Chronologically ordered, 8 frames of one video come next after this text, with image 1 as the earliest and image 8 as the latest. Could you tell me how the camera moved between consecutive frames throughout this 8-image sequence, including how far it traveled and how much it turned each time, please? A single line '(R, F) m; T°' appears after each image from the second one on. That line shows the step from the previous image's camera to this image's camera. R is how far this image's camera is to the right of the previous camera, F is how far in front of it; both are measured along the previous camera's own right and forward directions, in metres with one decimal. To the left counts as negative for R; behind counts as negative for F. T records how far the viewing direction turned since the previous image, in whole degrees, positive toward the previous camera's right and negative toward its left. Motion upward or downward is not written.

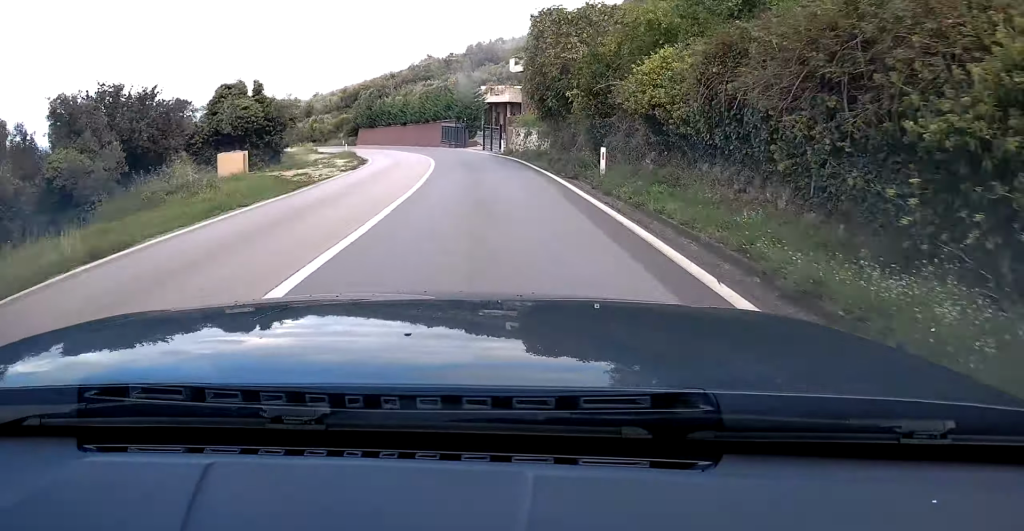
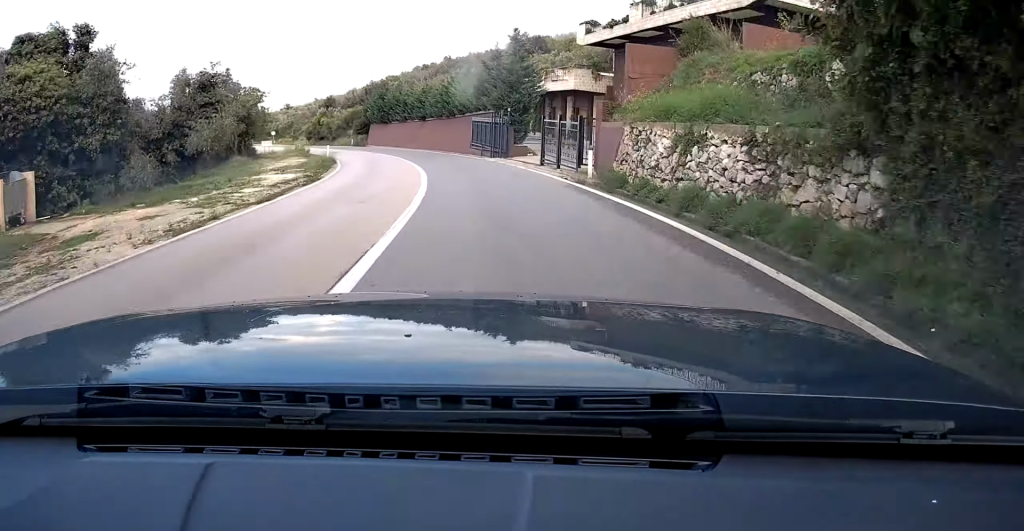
(-1.6, +22.7) m; -5°
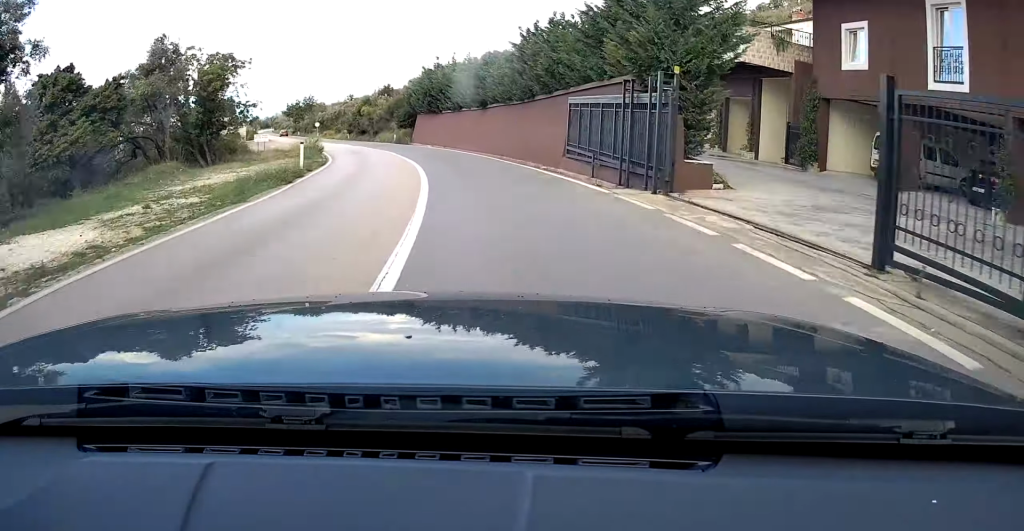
(+0.5, +20.0) m; -5°
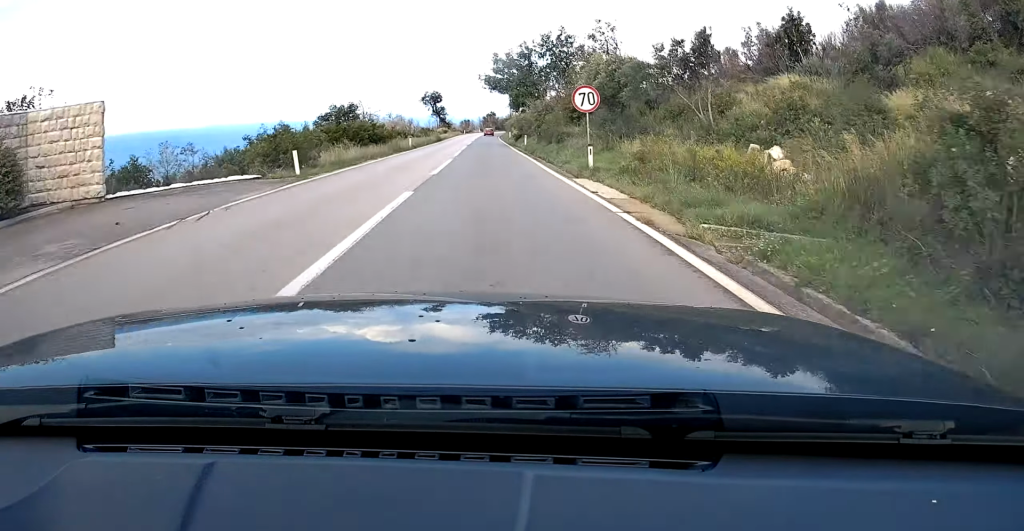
(-19.9, +94.5) m; -18°
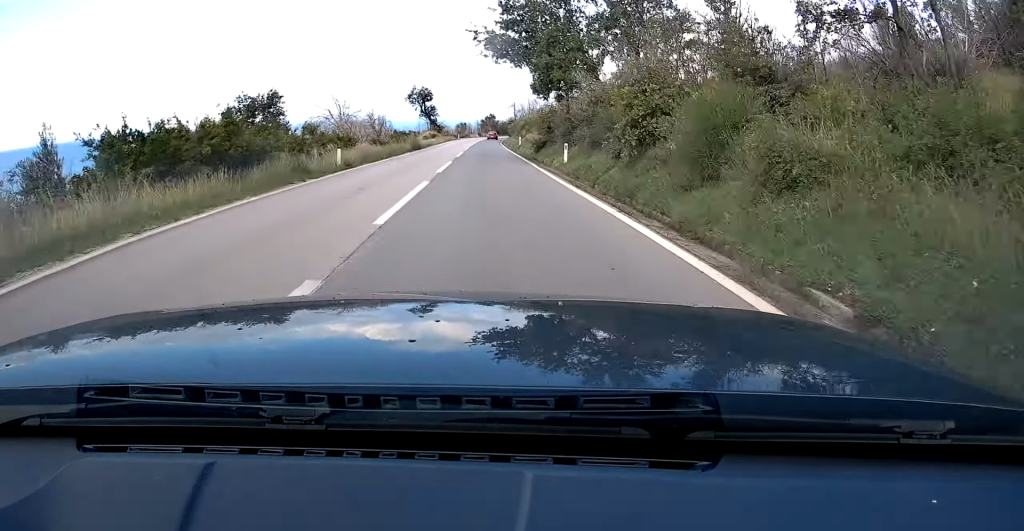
(-0.3, +23.6) m; -1°
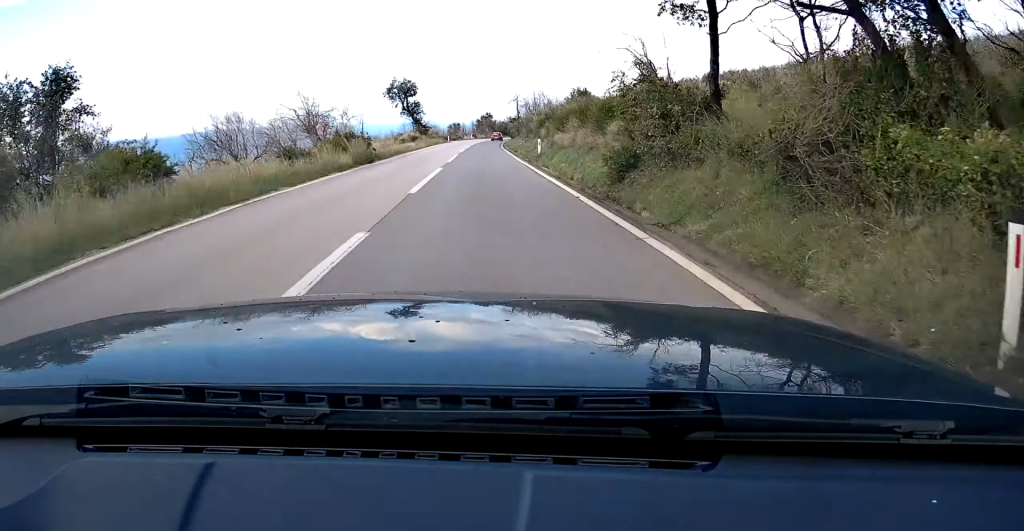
(-0.1, +20.9) m; 0°
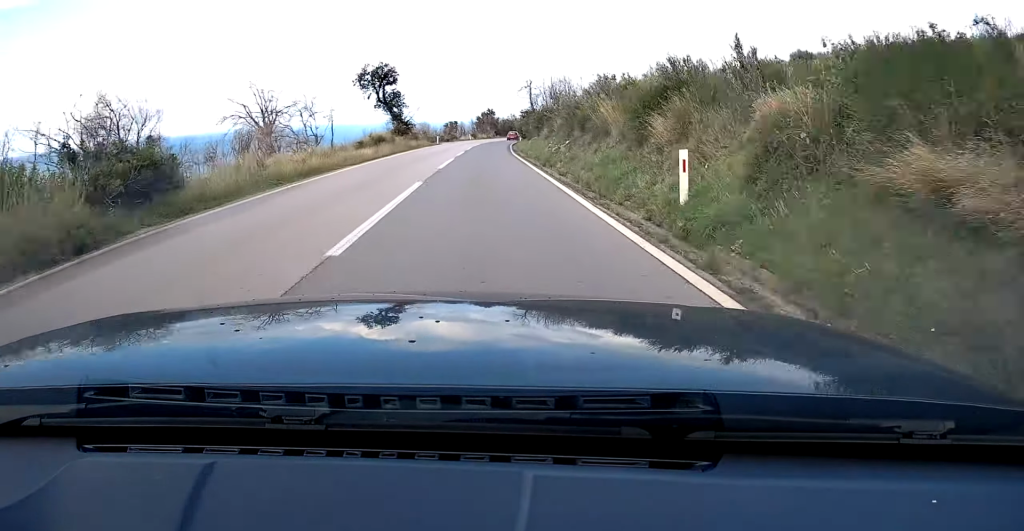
(-0.1, +22.7) m; 0°
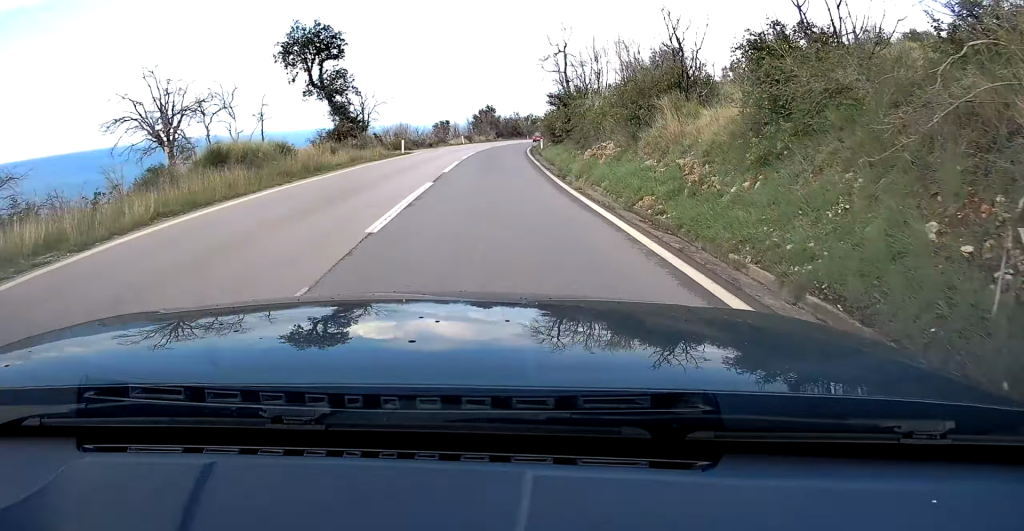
(-0.4, +28.3) m; +1°
